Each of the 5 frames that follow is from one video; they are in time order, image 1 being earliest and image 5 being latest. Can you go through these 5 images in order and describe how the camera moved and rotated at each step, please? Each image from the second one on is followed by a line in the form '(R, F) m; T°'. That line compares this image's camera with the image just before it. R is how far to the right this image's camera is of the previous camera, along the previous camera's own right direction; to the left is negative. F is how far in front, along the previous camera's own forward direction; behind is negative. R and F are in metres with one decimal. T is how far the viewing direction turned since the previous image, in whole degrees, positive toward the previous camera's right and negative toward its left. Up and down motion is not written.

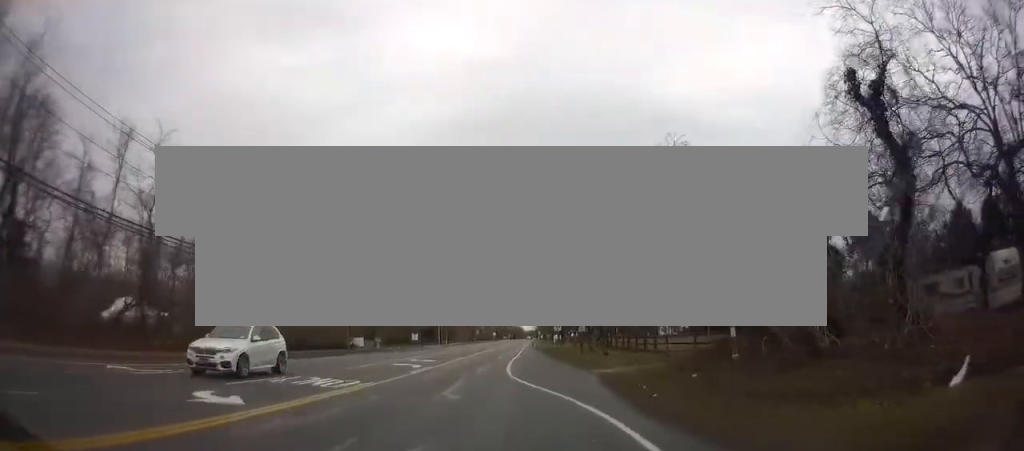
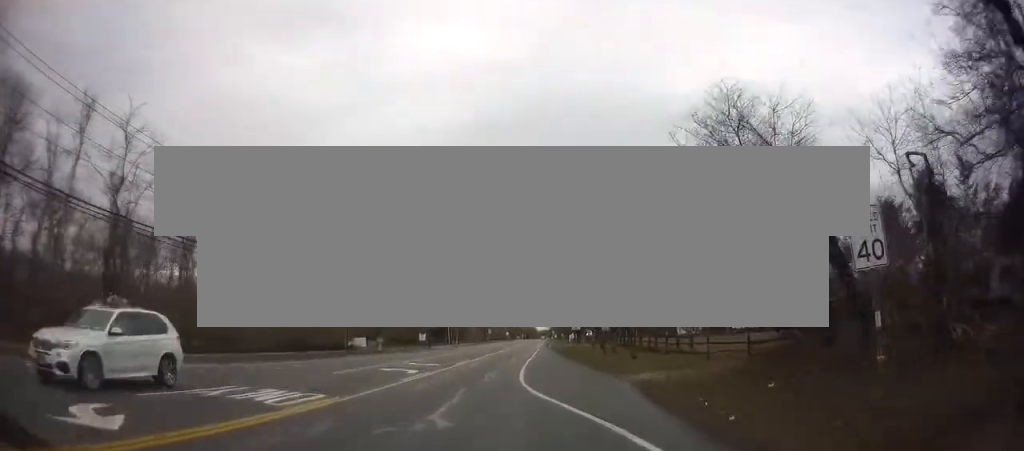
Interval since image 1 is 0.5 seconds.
(0.0, +4.3) m; +1°
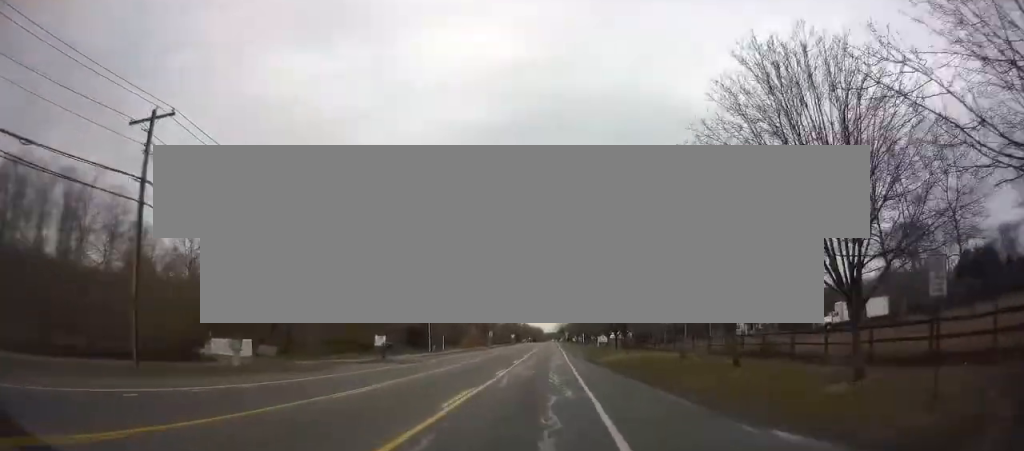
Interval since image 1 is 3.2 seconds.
(-3.3, +27.3) m; -10°
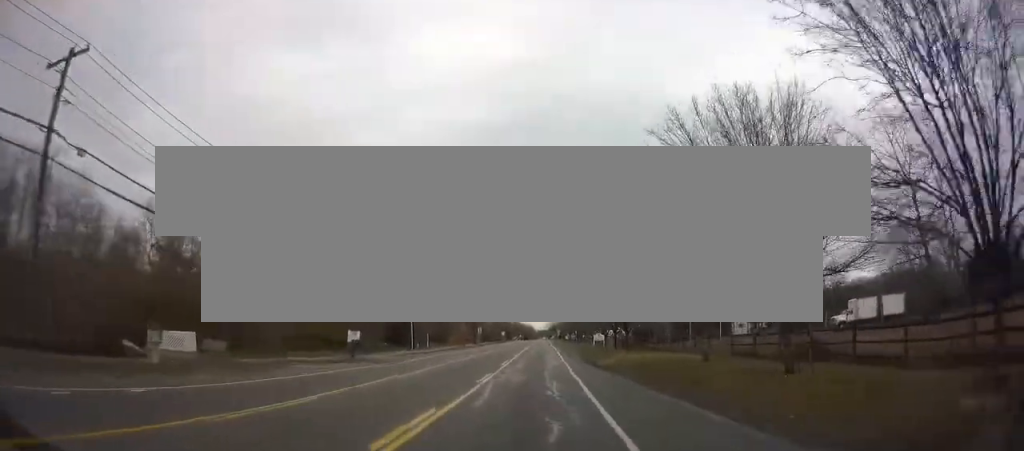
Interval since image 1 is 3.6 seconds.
(0.0, +5.2) m; +1°
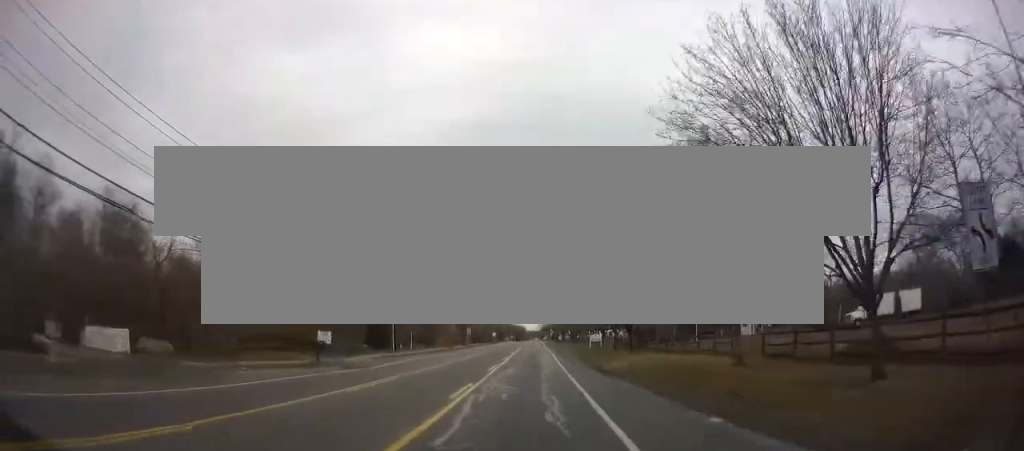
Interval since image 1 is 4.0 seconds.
(+0.1, +5.0) m; +1°
